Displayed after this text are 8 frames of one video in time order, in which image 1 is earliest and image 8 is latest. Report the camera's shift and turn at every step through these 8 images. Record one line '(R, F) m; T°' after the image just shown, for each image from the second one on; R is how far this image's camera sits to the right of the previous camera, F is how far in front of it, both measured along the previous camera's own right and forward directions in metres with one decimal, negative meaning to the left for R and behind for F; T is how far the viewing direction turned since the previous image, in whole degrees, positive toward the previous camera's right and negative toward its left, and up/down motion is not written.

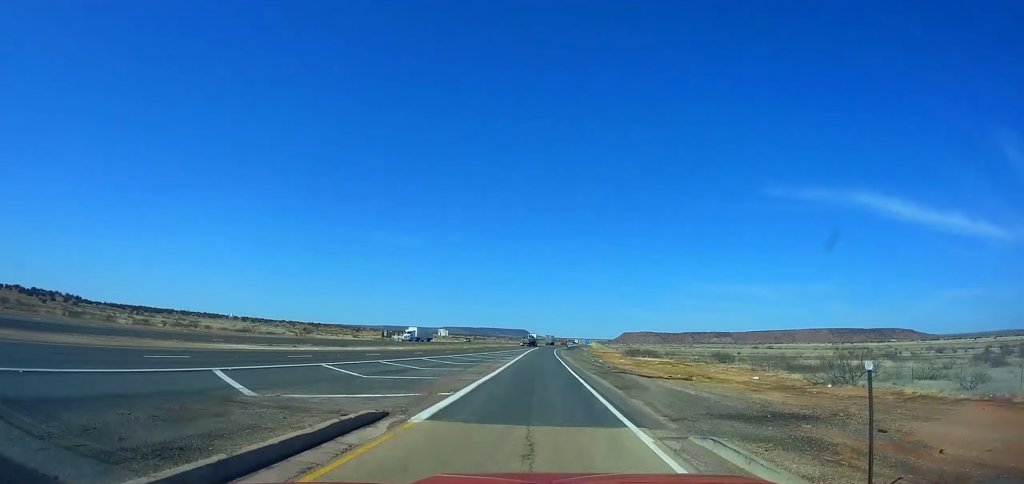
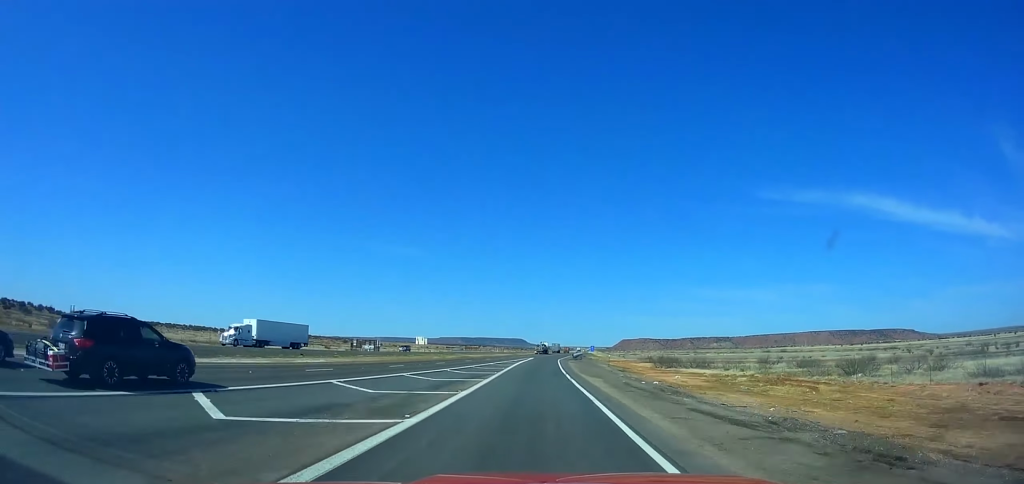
(0.0, +39.3) m; 0°
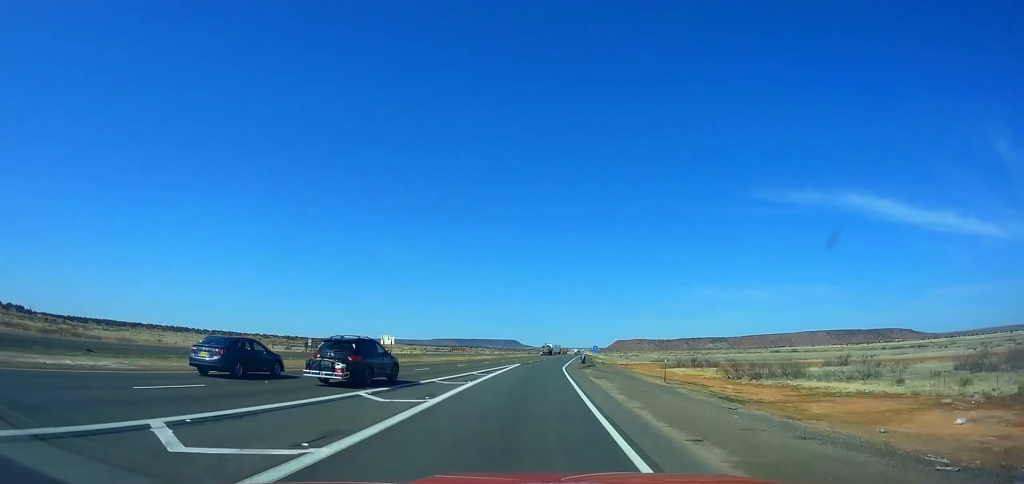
(0.0, +37.6) m; +1°
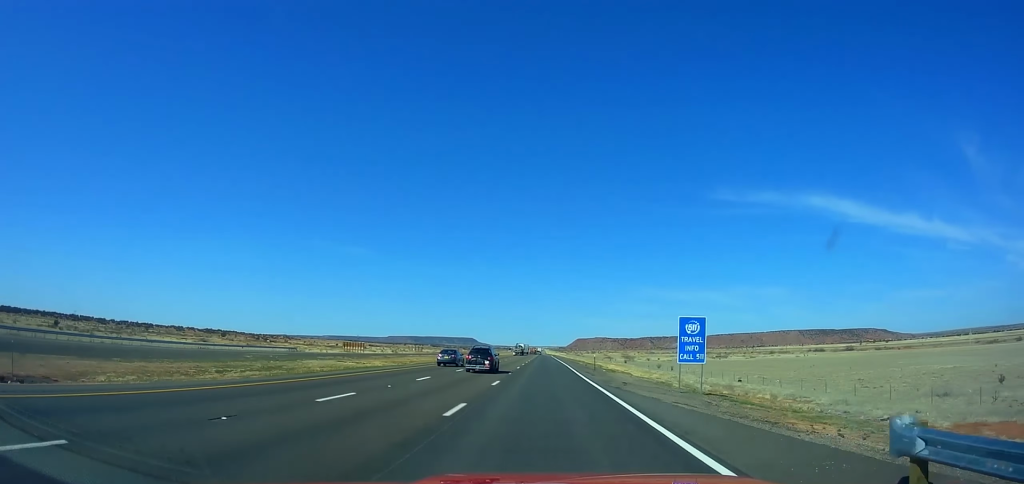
(+6.5, +163.1) m; +4°
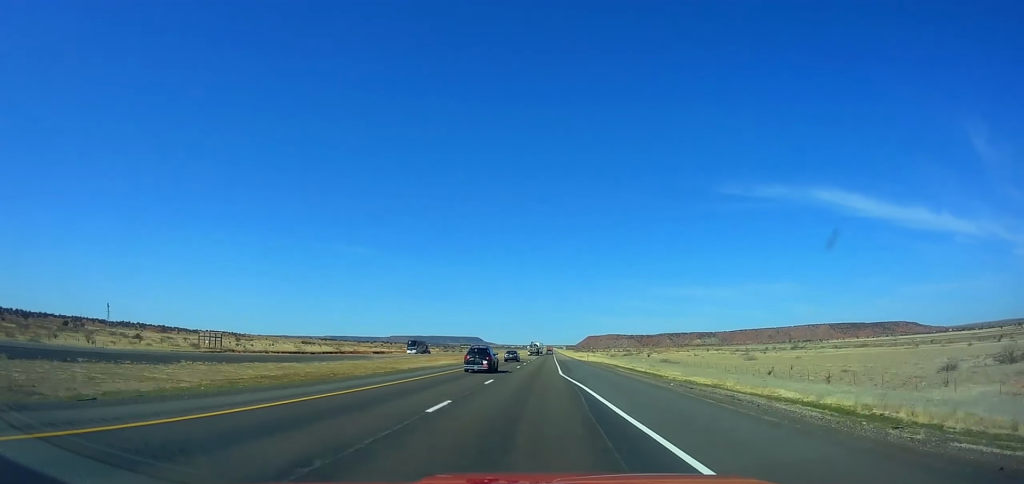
(-3.5, +280.5) m; -1°
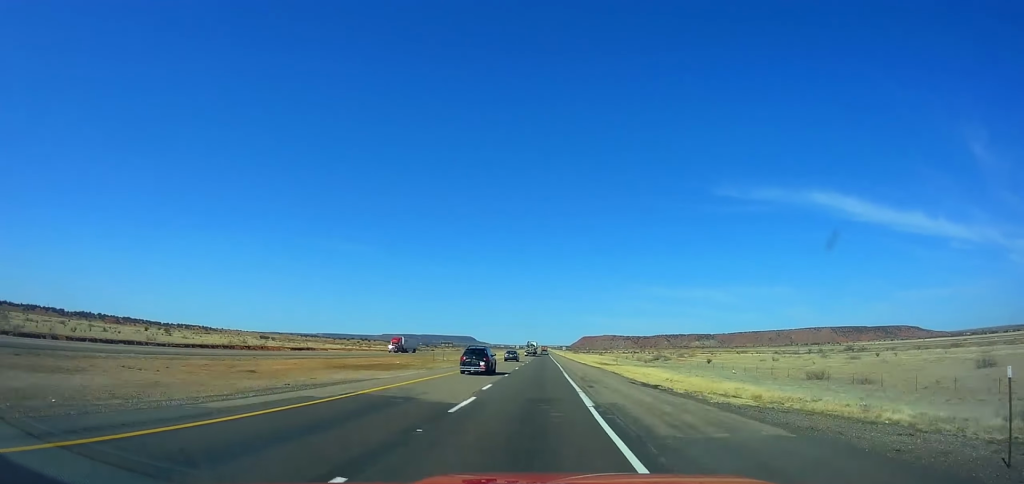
(+0.5, +83.4) m; +1°
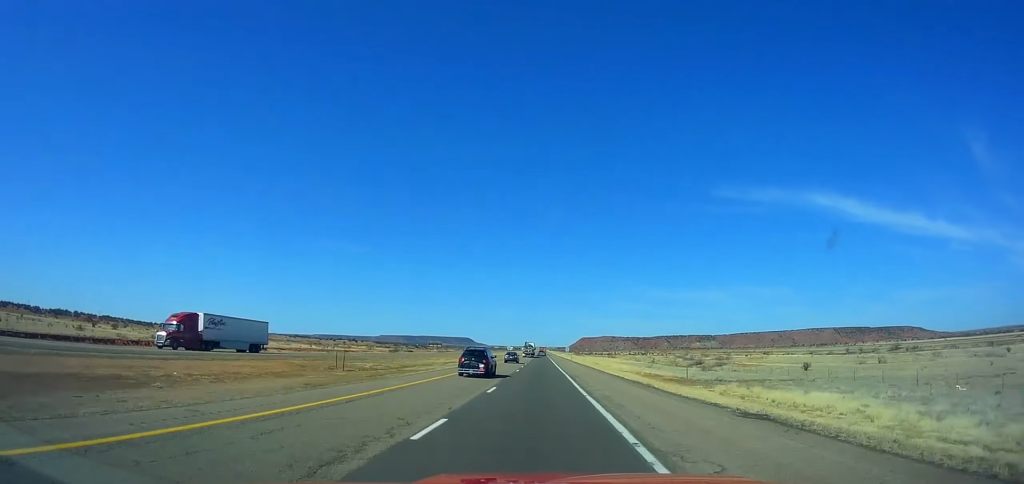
(+0.2, +48.9) m; 0°
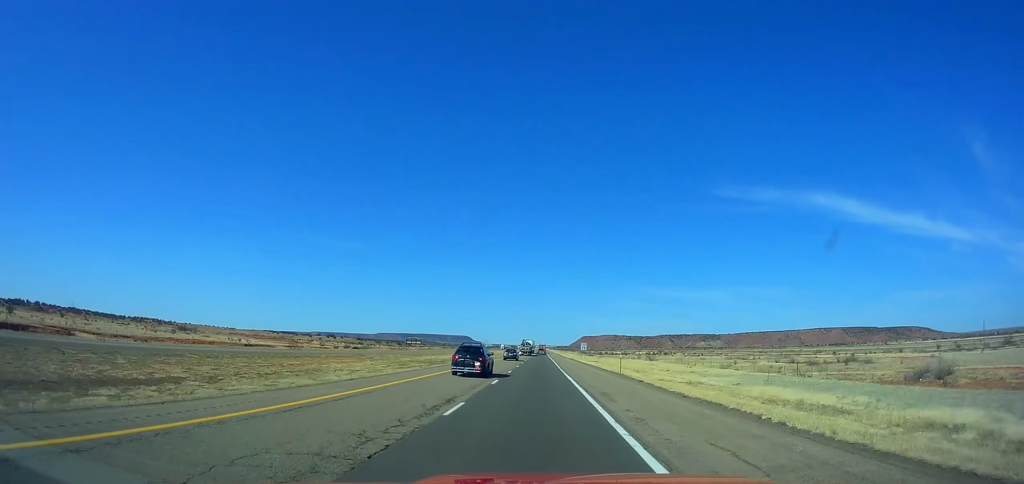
(+0.1, +81.5) m; 0°
